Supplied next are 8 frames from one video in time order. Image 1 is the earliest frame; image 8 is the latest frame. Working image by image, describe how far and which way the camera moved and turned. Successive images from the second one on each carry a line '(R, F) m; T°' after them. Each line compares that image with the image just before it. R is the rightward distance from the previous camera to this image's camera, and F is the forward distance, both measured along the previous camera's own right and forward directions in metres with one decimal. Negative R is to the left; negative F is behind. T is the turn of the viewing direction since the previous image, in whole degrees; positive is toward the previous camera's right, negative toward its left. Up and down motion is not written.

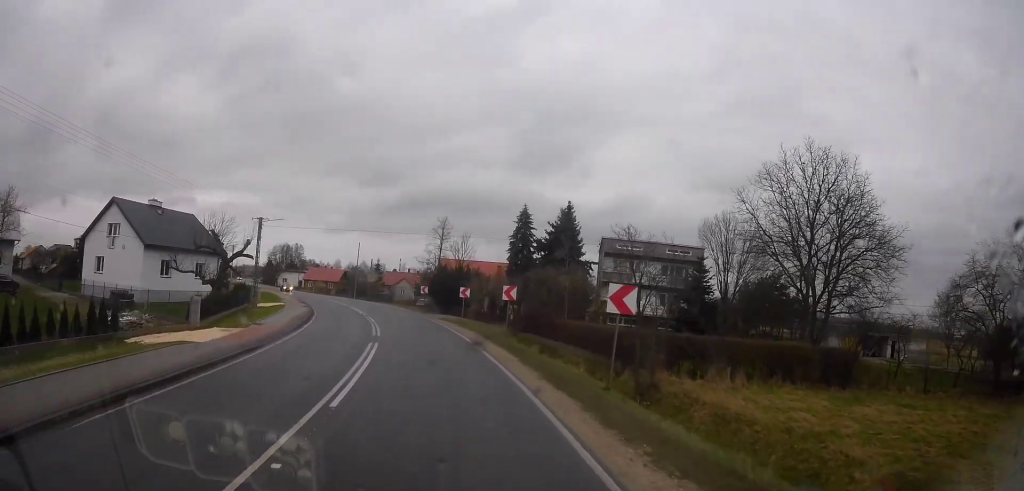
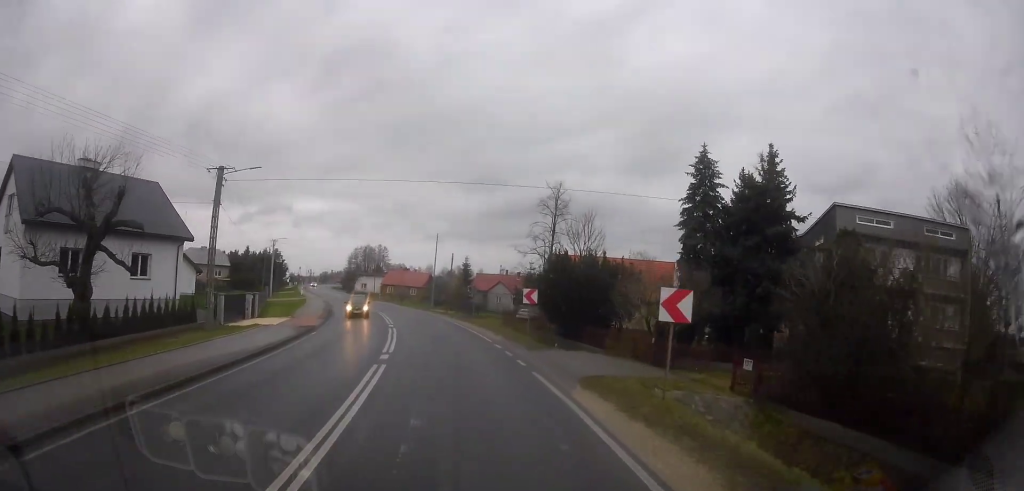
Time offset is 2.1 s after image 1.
(-1.8, +21.3) m; -10°
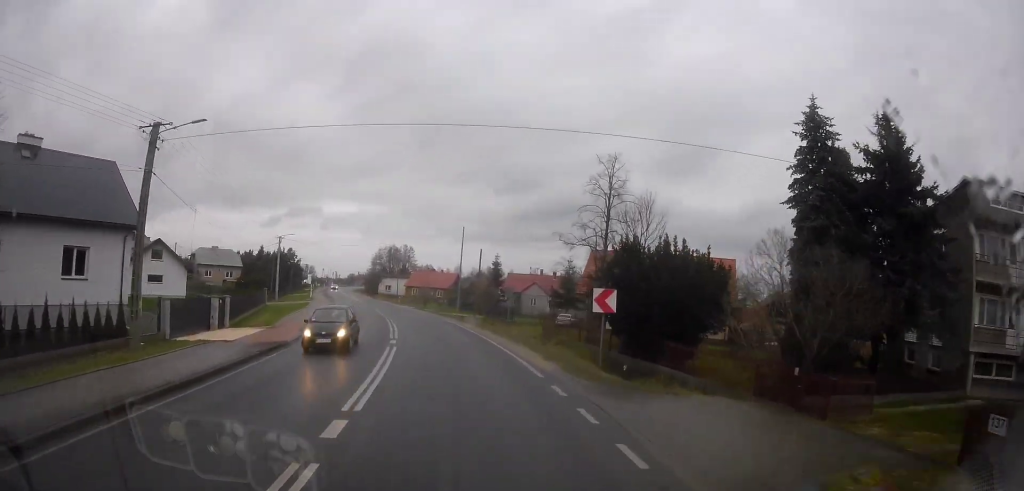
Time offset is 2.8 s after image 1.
(-0.2, +7.4) m; -4°
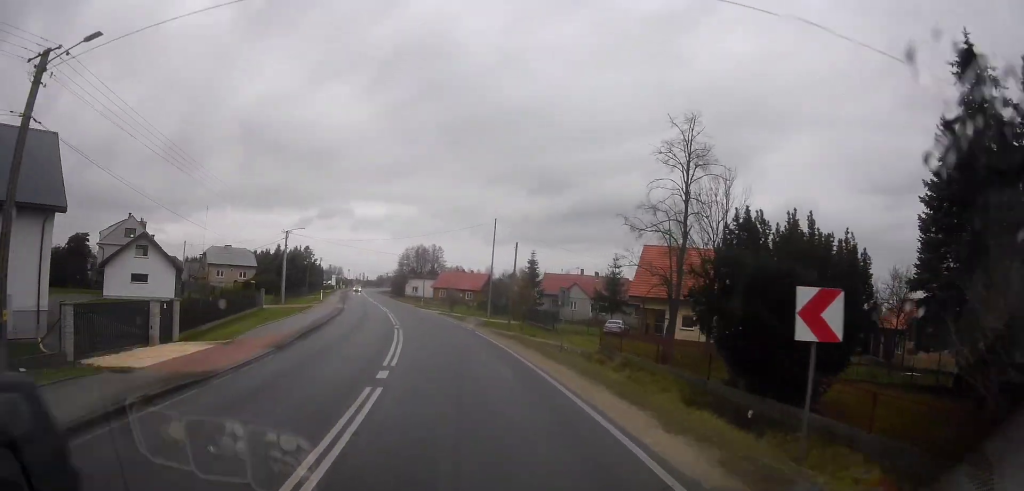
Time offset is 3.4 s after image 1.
(-0.2, +7.4) m; -5°
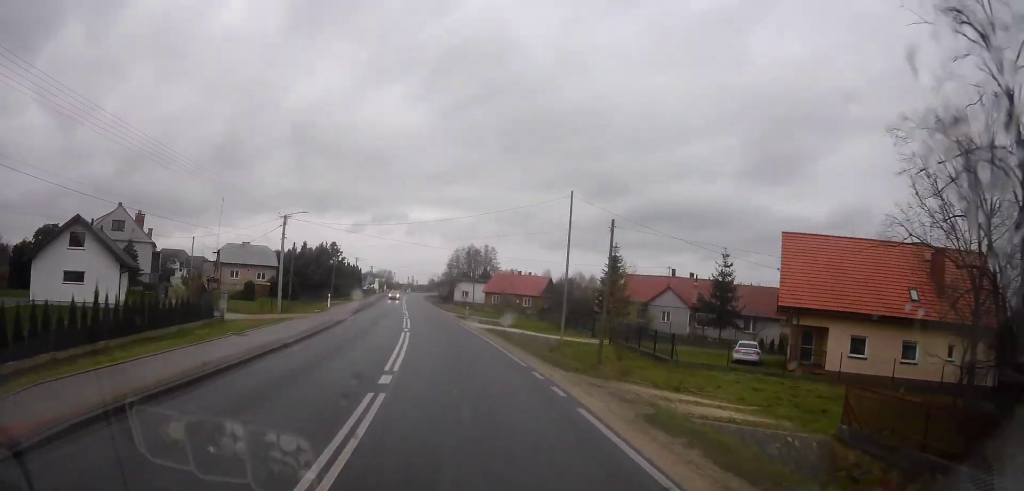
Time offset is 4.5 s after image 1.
(-1.0, +14.1) m; -8°
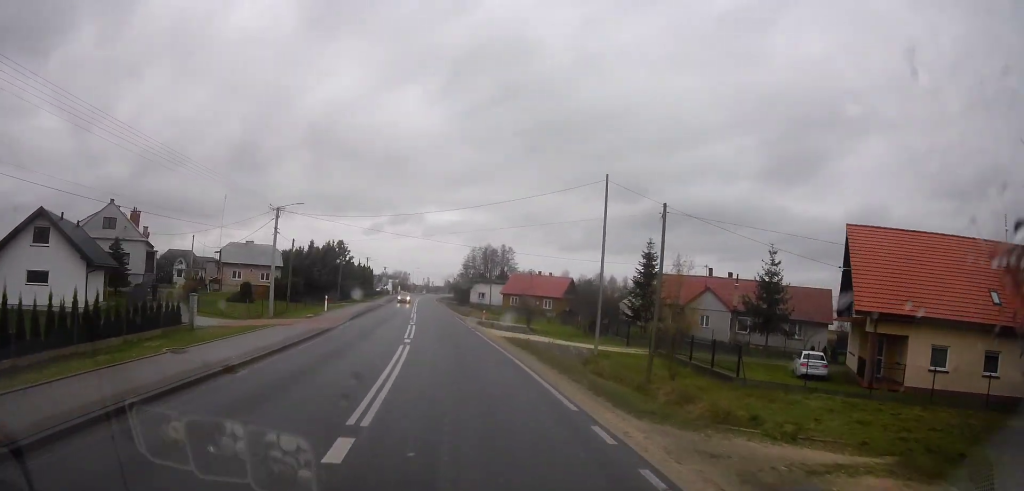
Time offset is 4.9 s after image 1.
(-0.3, +5.3) m; -1°
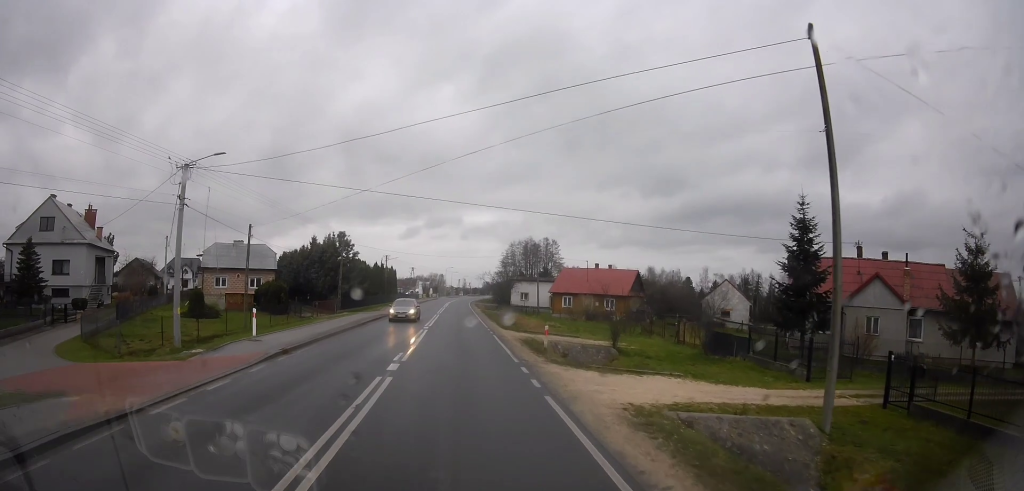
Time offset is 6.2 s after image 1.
(-0.5, +16.7) m; -2°
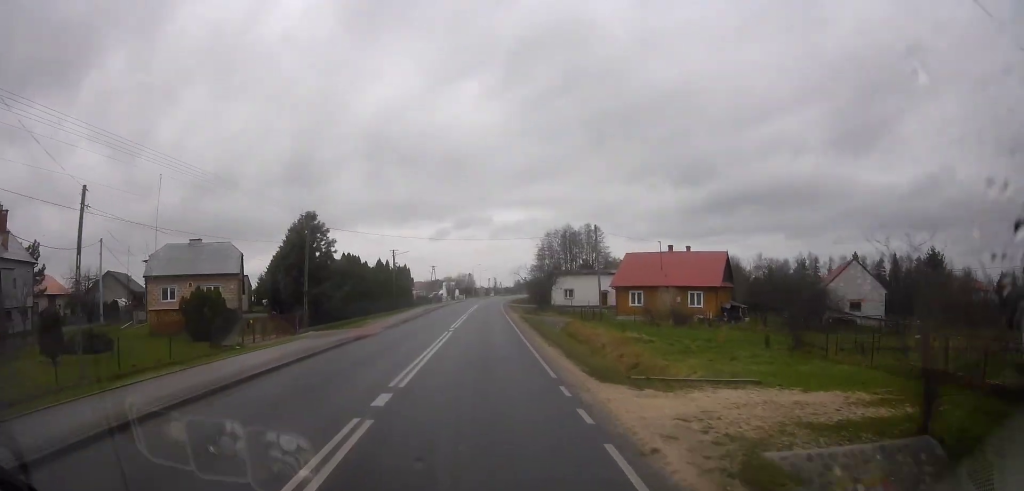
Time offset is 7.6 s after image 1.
(-0.3, +18.8) m; -8°
